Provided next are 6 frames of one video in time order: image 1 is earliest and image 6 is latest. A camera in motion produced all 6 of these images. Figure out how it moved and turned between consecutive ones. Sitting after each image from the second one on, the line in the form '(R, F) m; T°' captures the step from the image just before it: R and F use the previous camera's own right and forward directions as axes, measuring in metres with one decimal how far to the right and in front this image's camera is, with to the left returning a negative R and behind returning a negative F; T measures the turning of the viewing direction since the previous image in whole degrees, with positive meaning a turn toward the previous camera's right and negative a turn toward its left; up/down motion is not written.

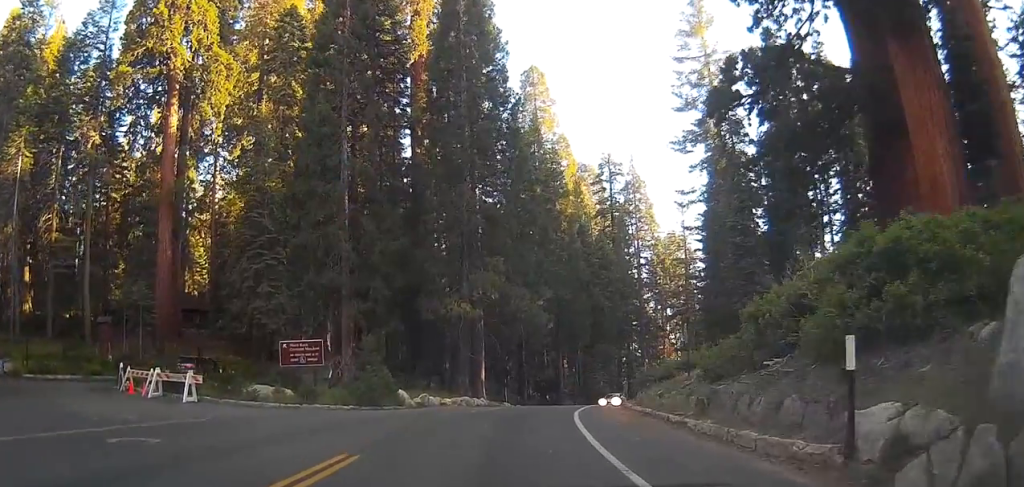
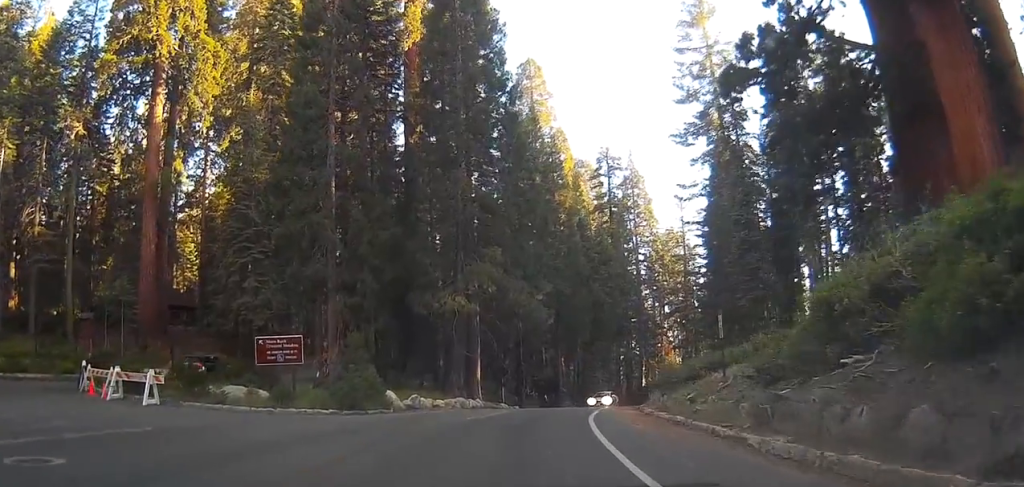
(+0.1, +3.2) m; +1°
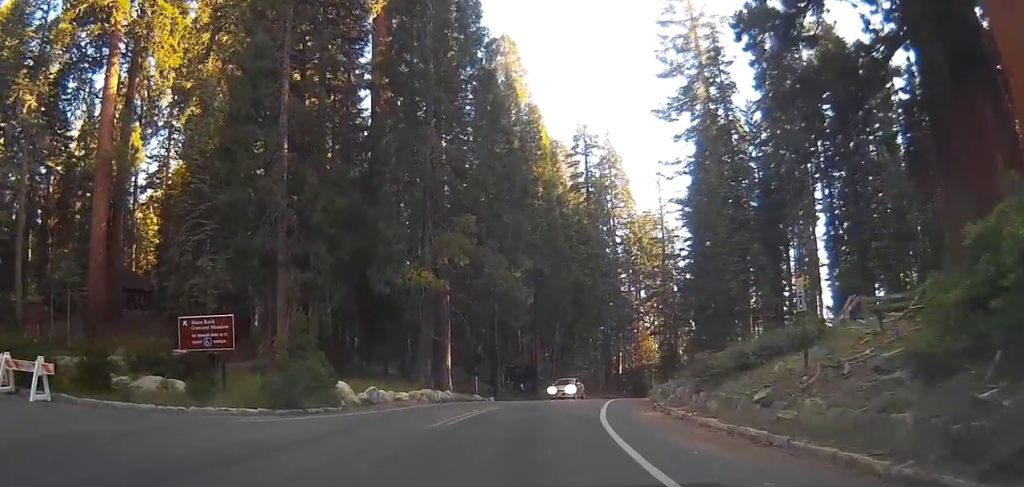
(0.0, +5.1) m; 0°
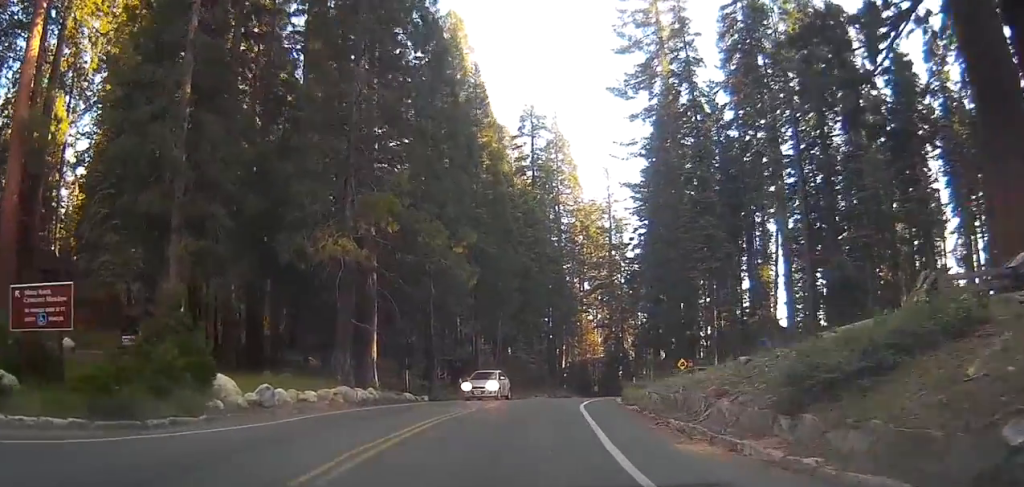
(0.0, +6.2) m; +1°
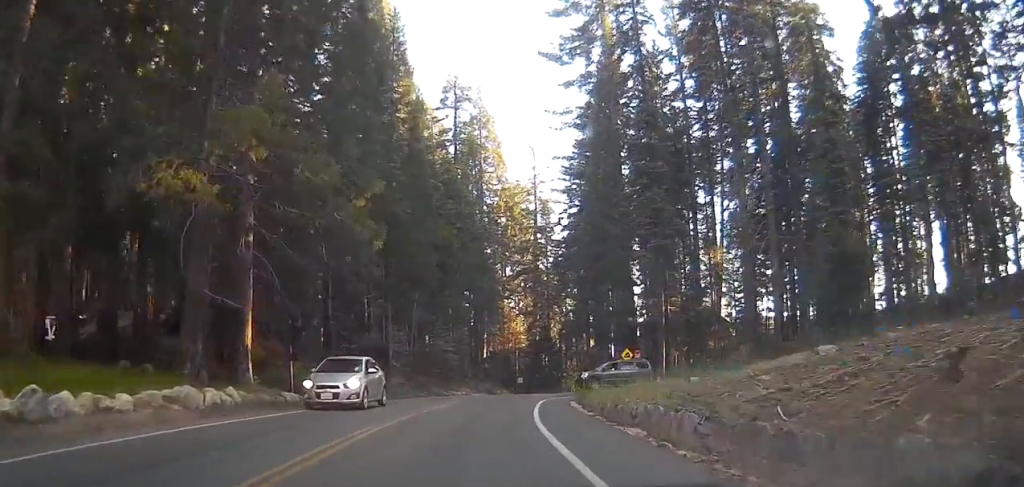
(+0.2, +7.6) m; +5°
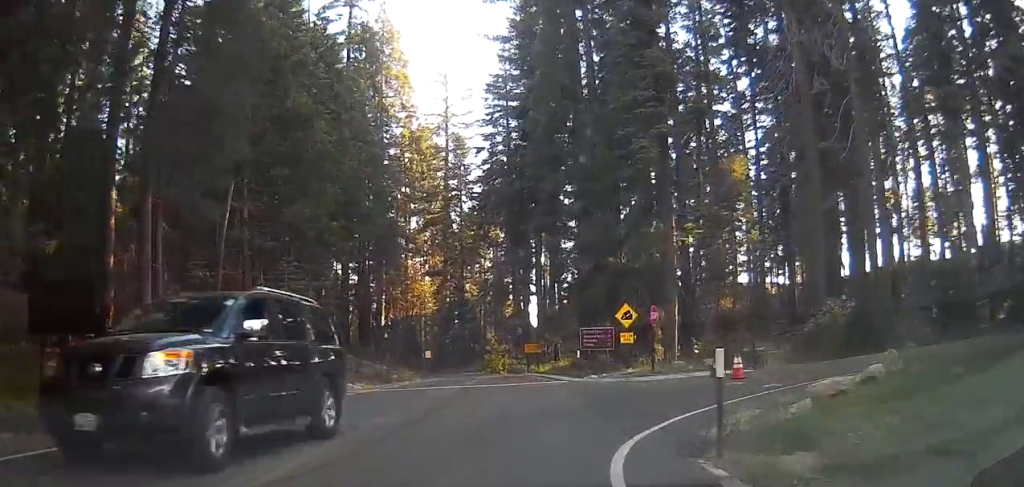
(+3.3, +24.5) m; +12°
